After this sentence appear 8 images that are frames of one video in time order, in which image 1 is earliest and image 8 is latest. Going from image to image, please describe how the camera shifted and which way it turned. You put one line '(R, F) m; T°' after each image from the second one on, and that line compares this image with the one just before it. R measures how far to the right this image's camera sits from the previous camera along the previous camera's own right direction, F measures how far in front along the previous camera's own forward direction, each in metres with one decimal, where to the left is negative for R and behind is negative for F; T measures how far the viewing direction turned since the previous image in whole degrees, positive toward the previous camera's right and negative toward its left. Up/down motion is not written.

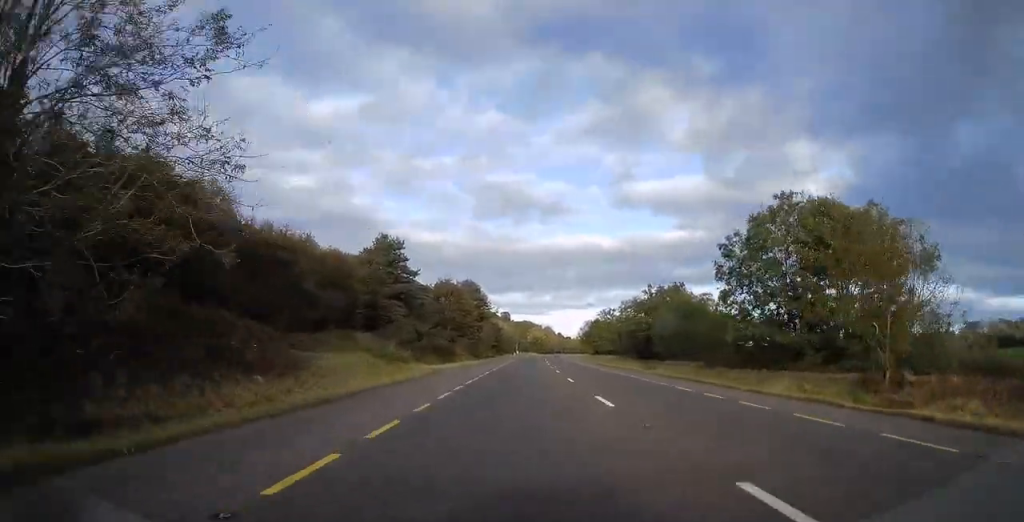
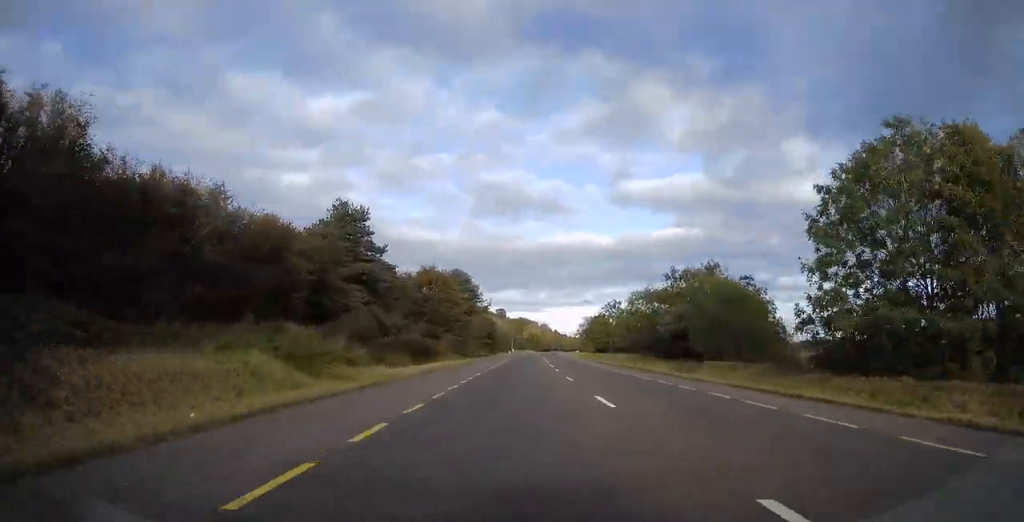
(0.0, +13.0) m; 0°
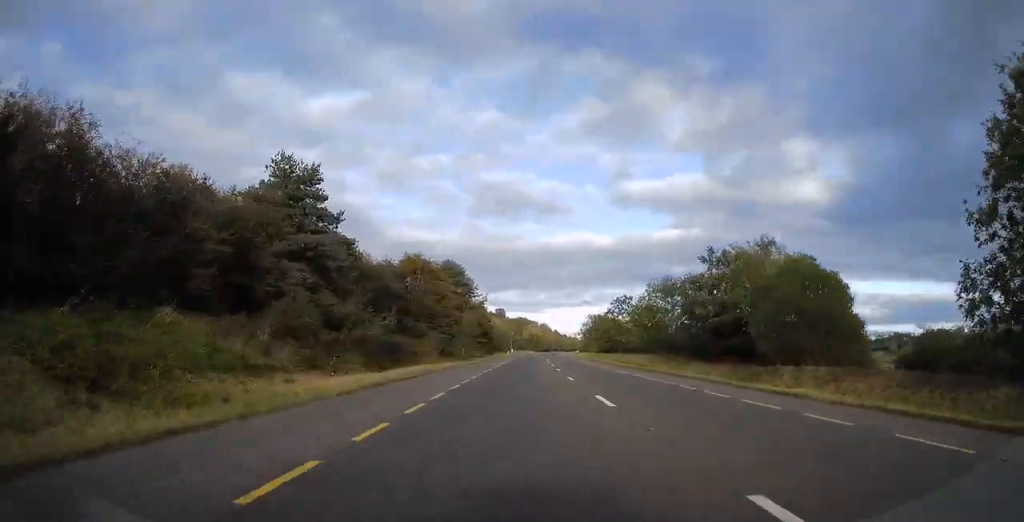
(0.0, +12.0) m; 0°
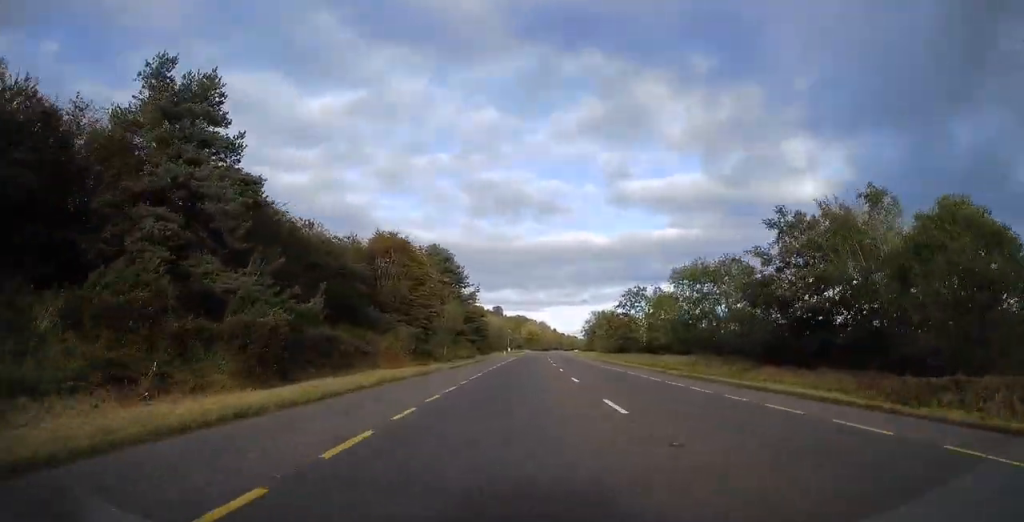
(-0.1, +13.9) m; 0°
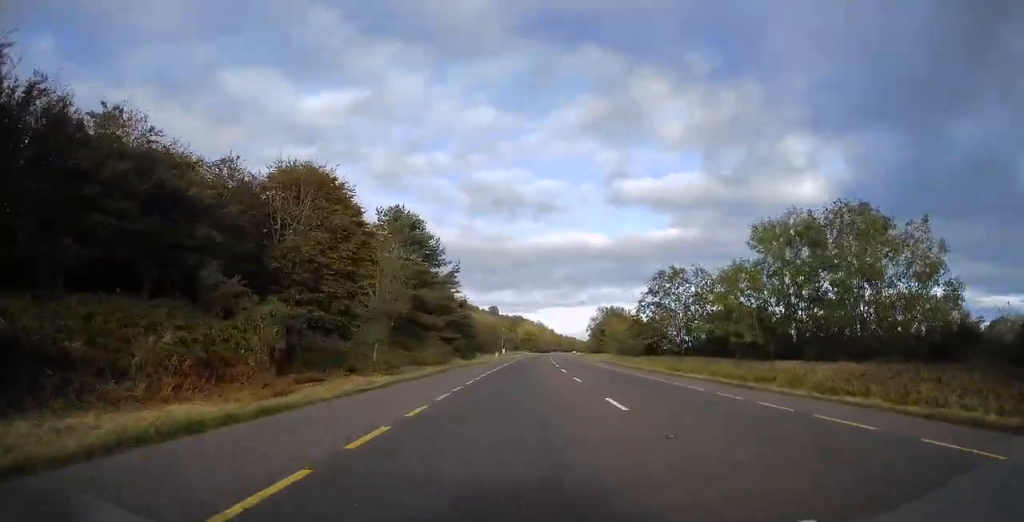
(+0.3, +23.9) m; +1°
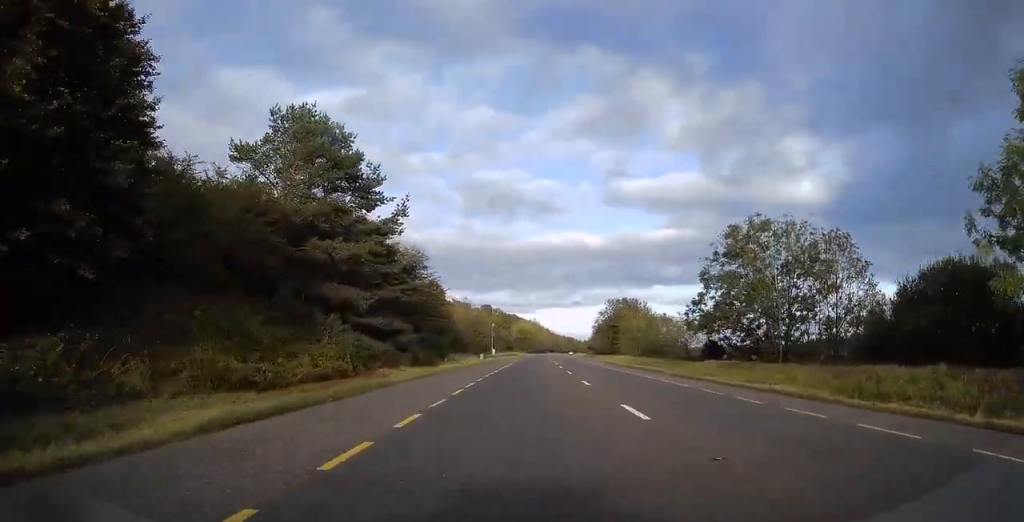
(0.0, +26.2) m; +1°
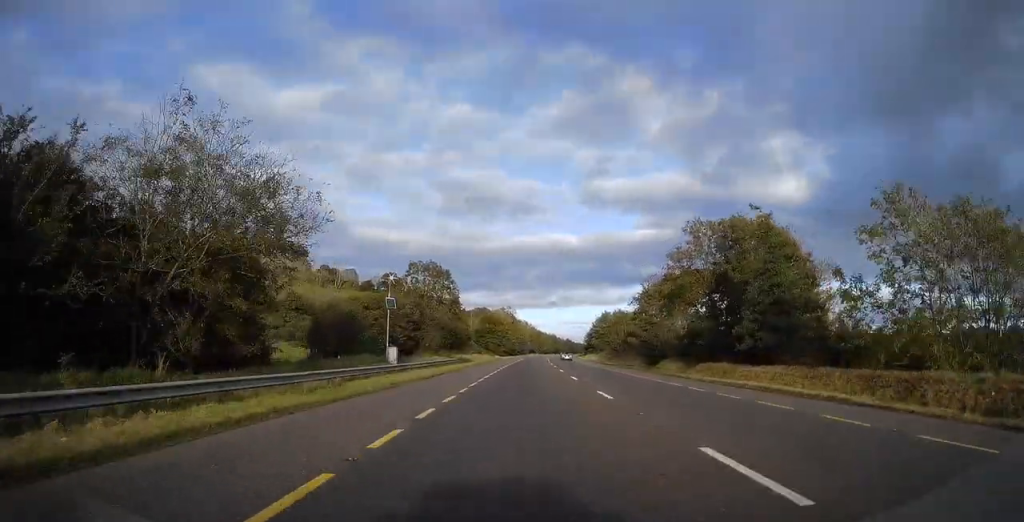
(+0.4, +76.2) m; +2°
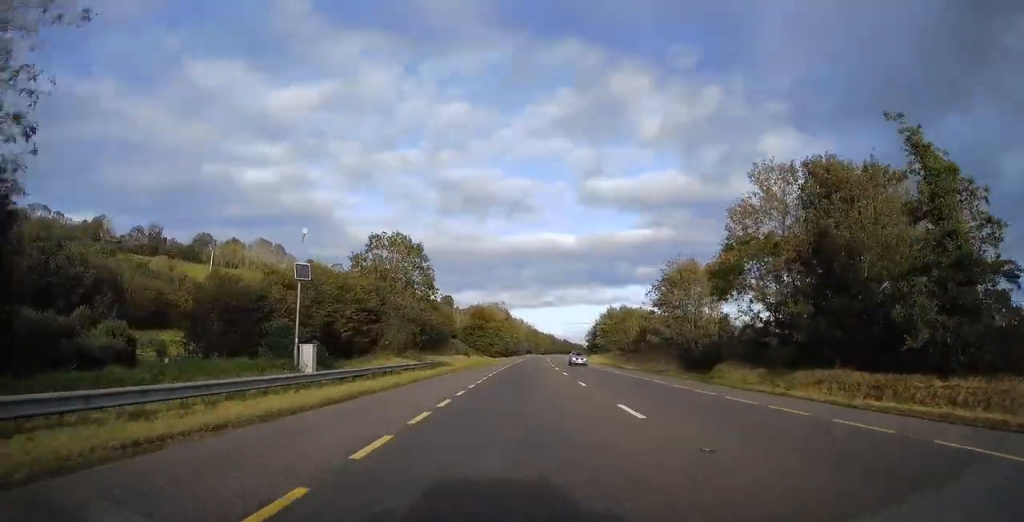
(+0.2, +15.3) m; +1°
